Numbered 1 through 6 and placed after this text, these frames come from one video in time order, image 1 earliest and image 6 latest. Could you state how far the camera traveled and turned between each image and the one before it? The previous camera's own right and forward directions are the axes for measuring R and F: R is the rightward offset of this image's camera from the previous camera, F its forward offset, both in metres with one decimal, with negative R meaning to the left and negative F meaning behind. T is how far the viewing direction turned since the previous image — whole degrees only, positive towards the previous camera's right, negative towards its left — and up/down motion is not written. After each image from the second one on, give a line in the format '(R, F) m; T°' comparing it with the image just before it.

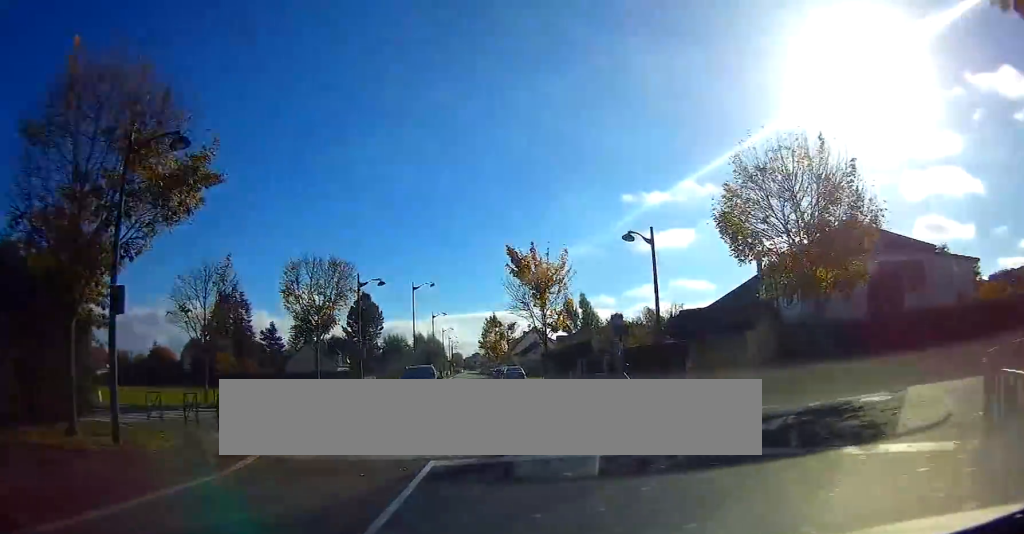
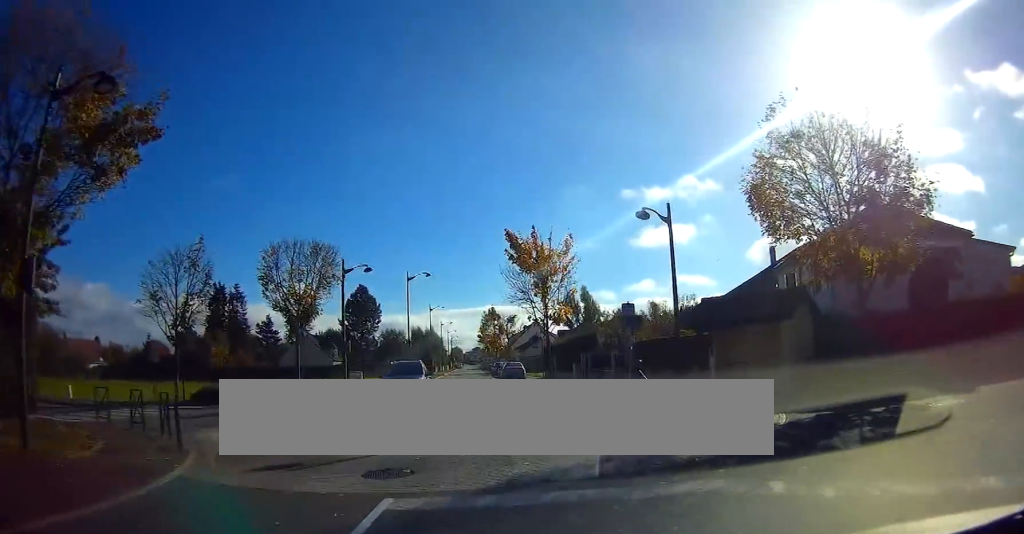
(0.0, +2.9) m; +2°
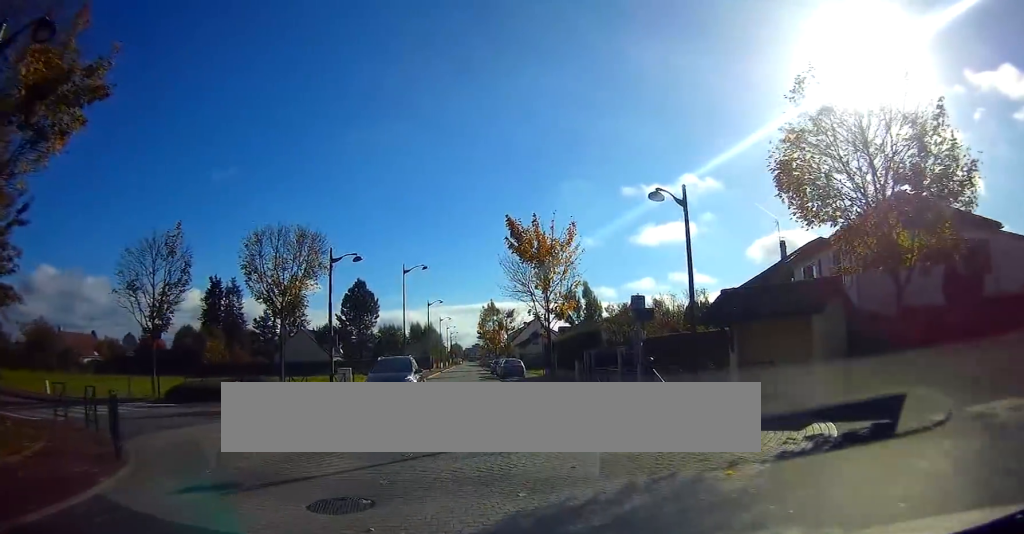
(+0.1, +2.5) m; +1°
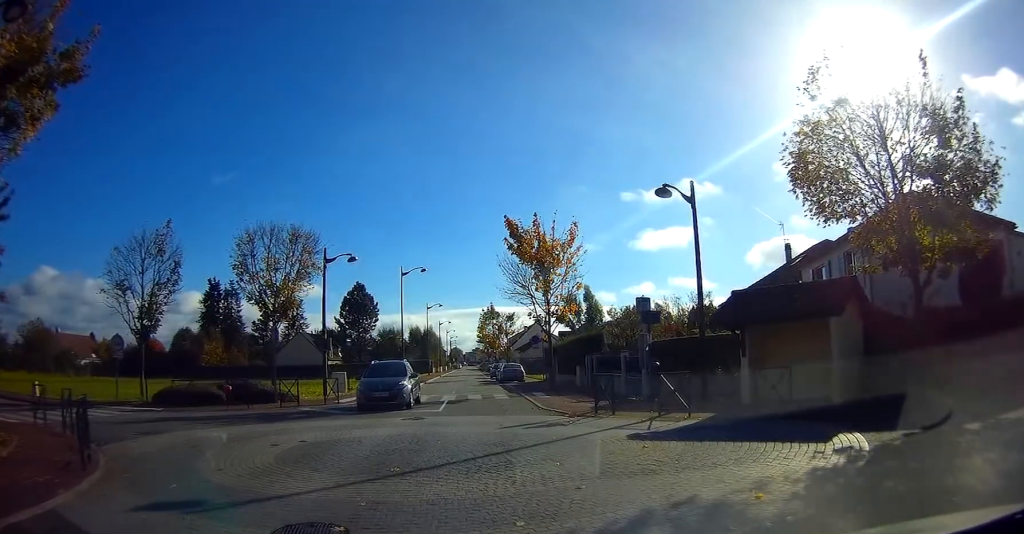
(+0.1, +1.6) m; 0°
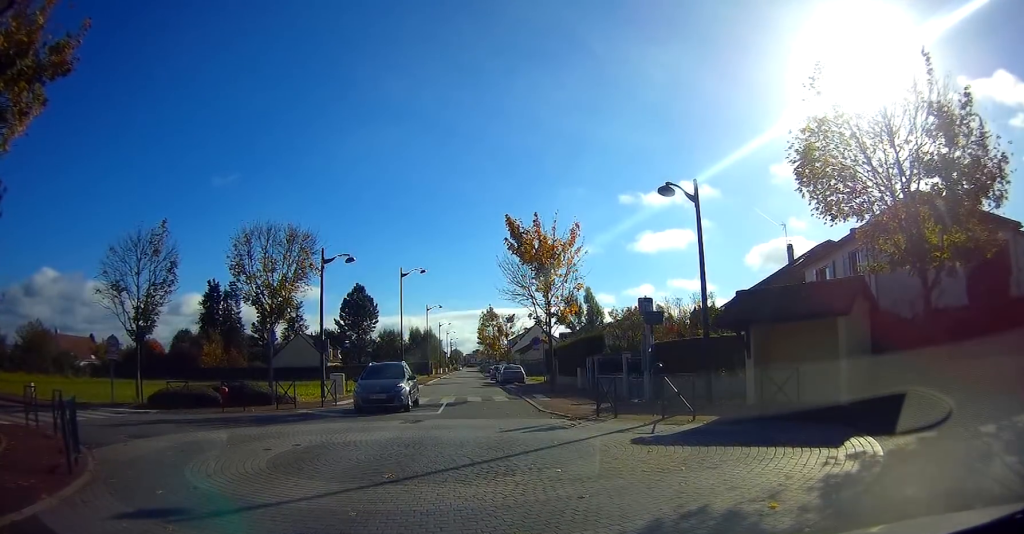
(-0.2, +0.8) m; 0°
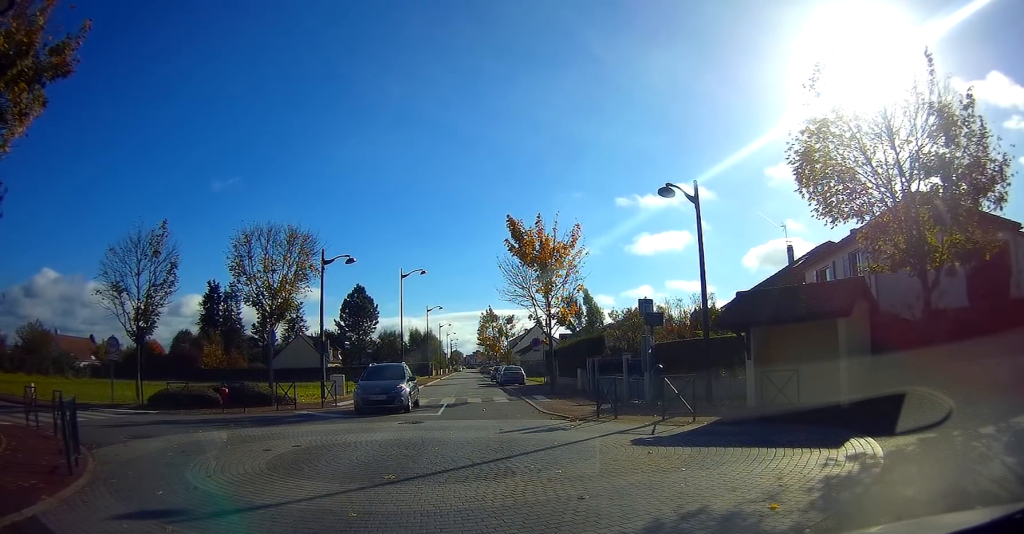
(0.0, +0.1) m; 0°
